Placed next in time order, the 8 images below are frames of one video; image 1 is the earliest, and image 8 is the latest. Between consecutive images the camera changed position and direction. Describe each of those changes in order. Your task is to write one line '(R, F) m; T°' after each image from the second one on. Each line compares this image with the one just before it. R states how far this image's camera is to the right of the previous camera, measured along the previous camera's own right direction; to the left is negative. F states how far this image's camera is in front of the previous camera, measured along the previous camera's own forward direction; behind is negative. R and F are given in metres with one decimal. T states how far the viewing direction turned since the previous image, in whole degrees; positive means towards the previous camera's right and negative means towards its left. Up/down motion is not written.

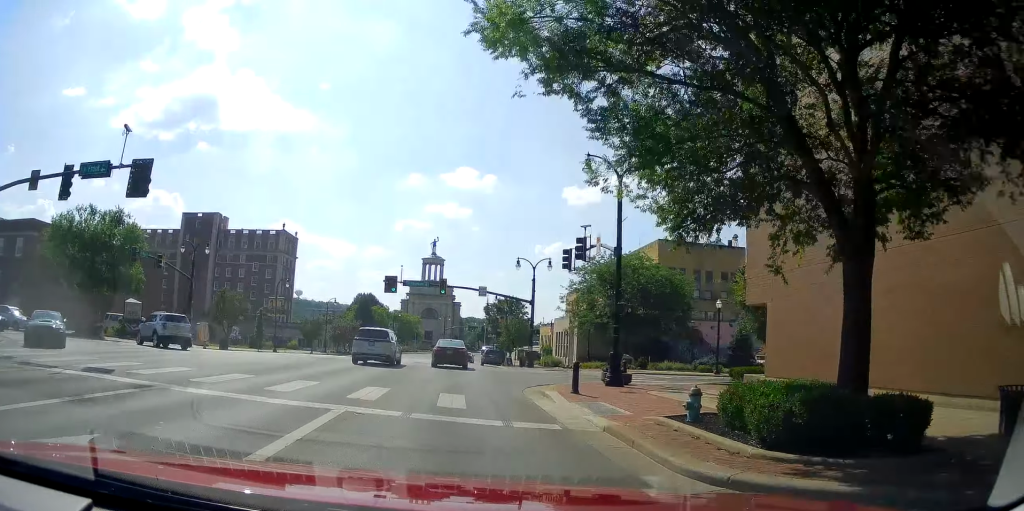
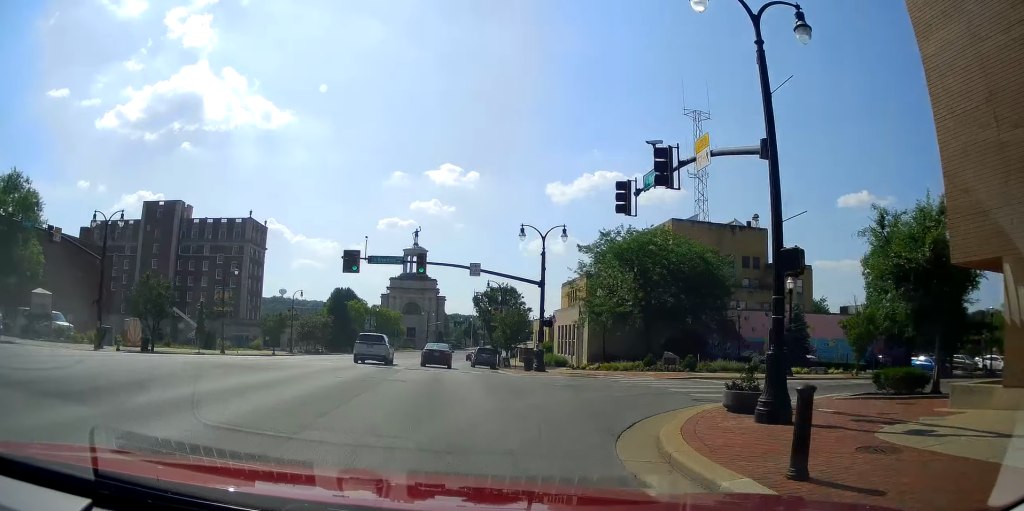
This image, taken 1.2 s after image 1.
(-0.5, +11.4) m; +1°
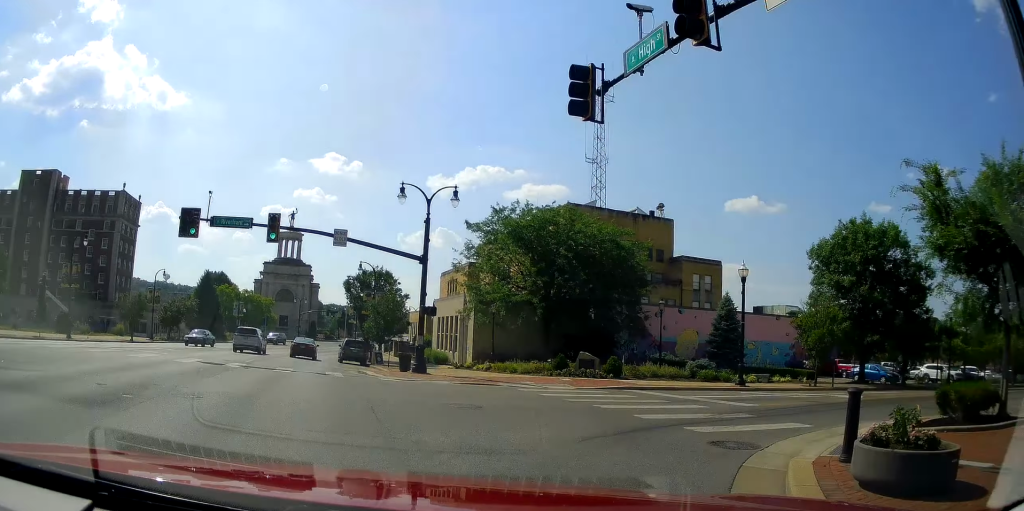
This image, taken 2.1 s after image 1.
(+0.5, +7.0) m; +8°
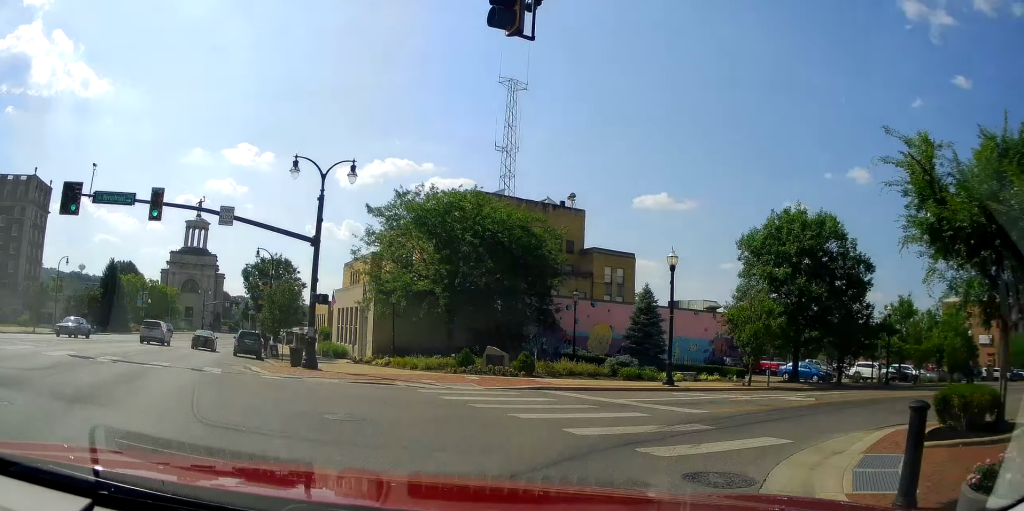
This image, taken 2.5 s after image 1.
(+0.1, +2.8) m; +4°
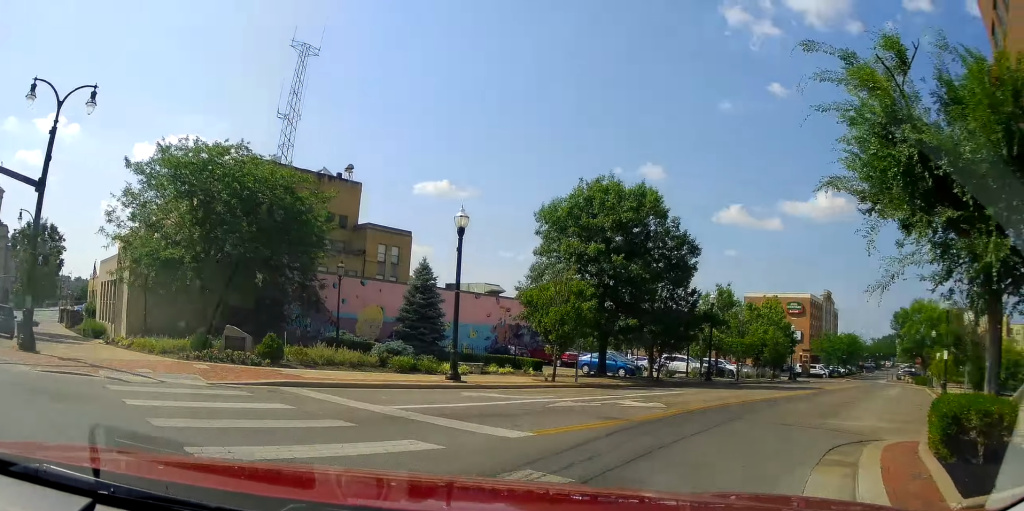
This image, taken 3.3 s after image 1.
(+0.3, +4.8) m; +25°
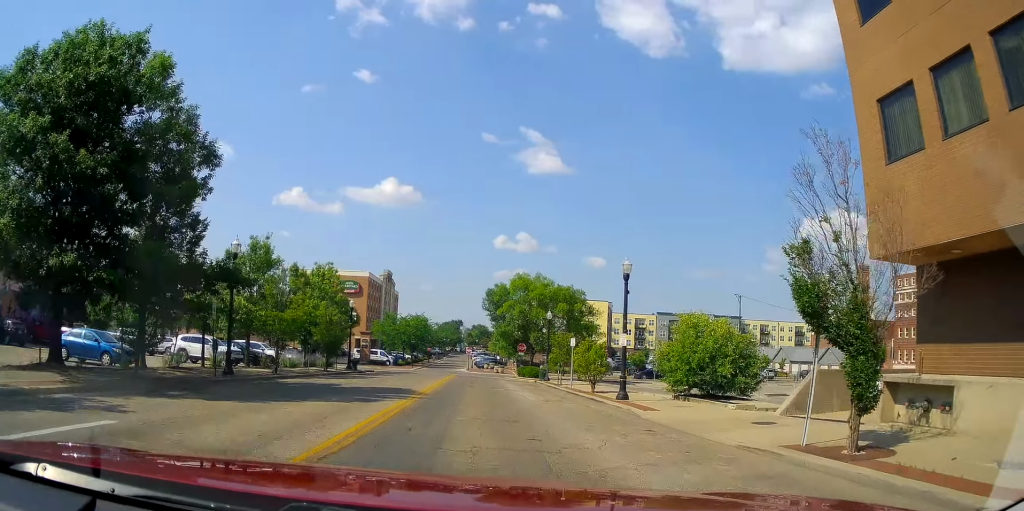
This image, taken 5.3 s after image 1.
(+6.5, +10.4) m; +41°
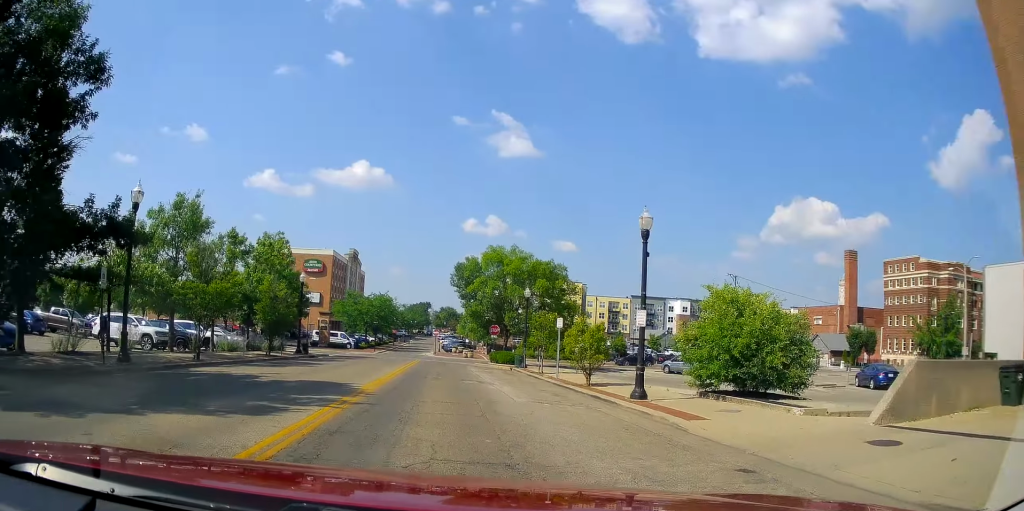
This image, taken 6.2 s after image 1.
(+0.3, +6.3) m; +7°
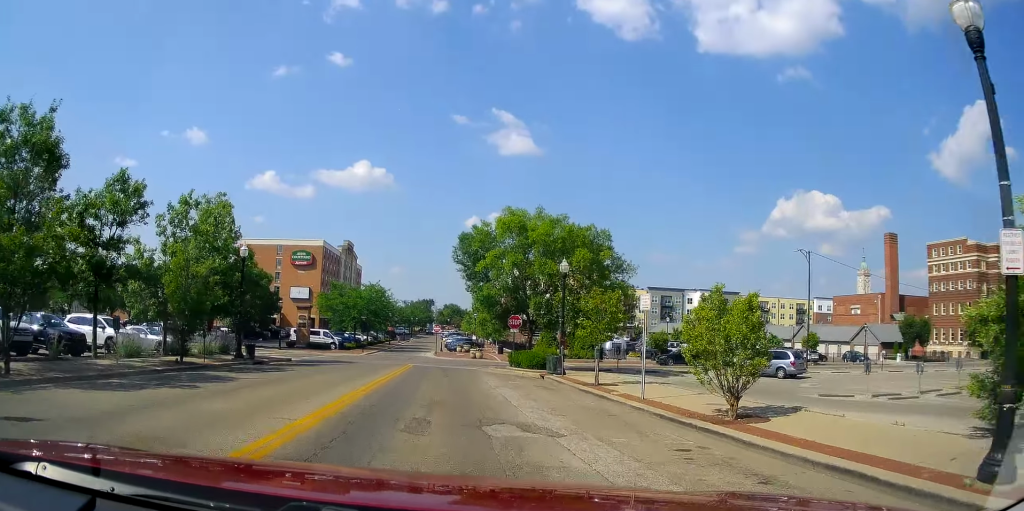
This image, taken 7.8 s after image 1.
(+1.3, +13.1) m; +5°
